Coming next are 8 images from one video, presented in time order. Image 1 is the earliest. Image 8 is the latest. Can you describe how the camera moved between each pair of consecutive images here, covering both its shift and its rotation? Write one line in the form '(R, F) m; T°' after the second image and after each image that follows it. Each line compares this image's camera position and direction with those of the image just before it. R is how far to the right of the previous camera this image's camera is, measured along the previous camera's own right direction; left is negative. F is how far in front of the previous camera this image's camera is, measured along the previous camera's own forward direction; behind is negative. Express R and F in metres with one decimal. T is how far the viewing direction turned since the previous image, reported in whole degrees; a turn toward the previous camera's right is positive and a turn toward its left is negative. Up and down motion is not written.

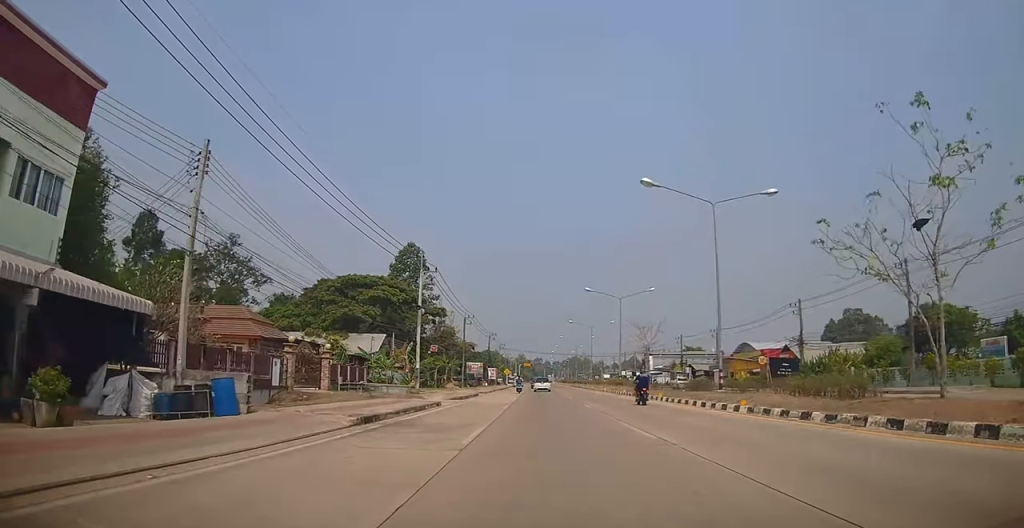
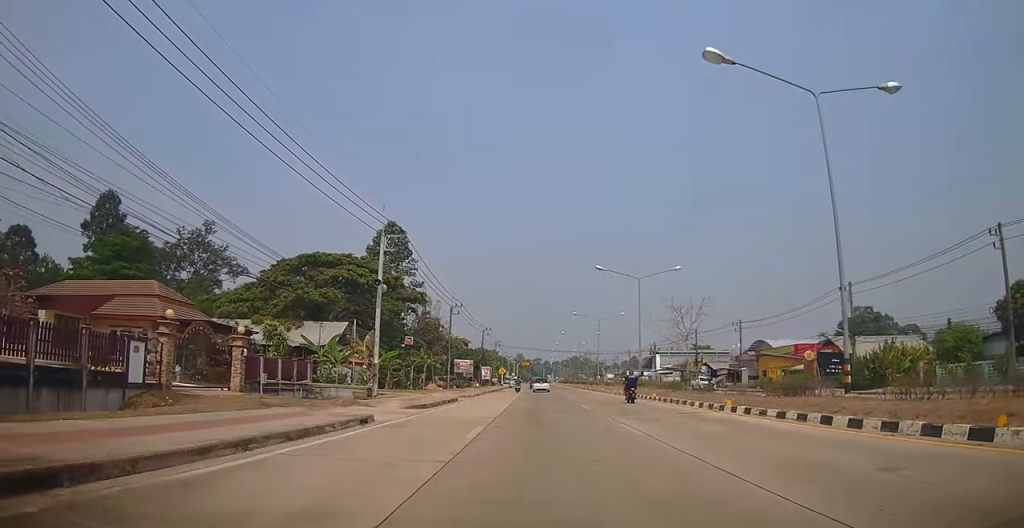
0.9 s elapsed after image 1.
(+0.2, +10.7) m; 0°
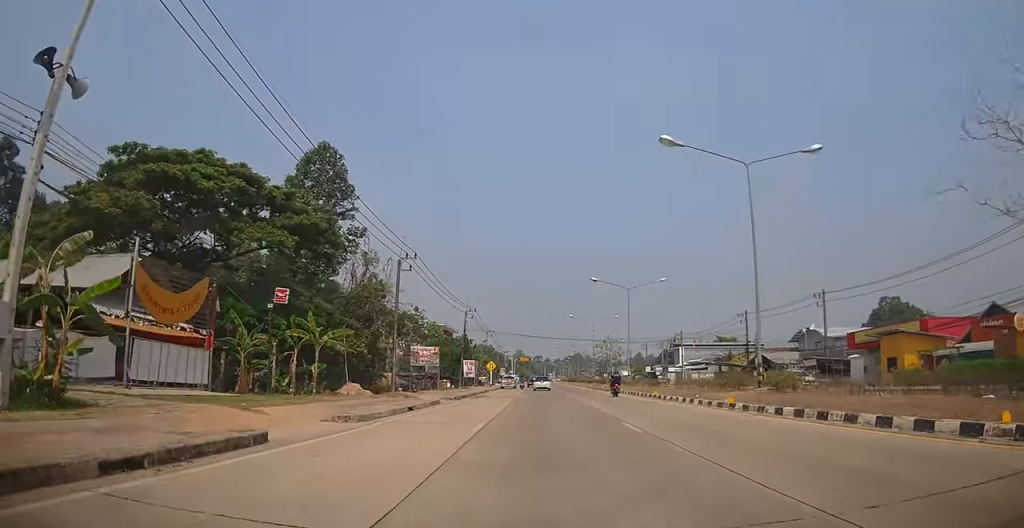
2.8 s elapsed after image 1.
(-0.2, +23.8) m; 0°
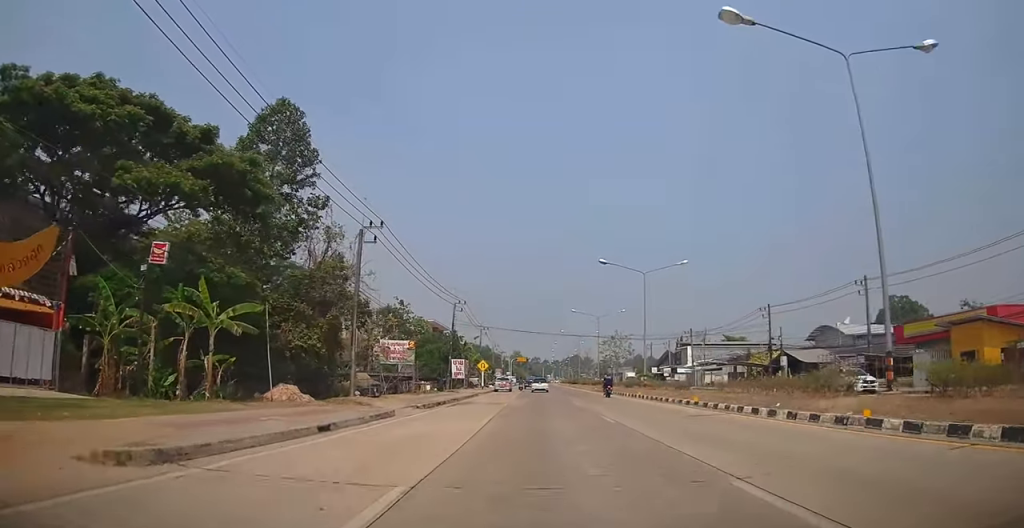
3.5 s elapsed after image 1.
(0.0, +8.3) m; 0°
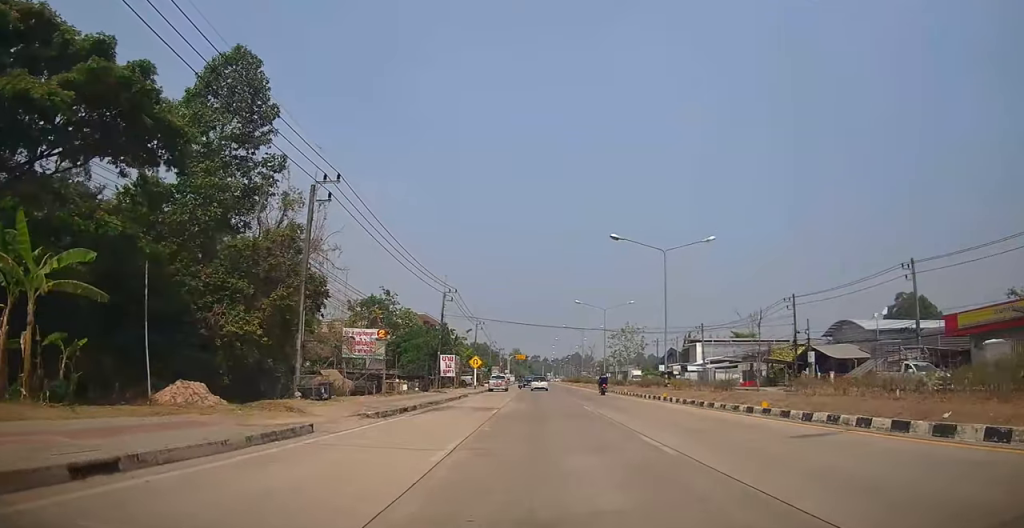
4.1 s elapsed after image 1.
(+0.1, +7.1) m; -1°
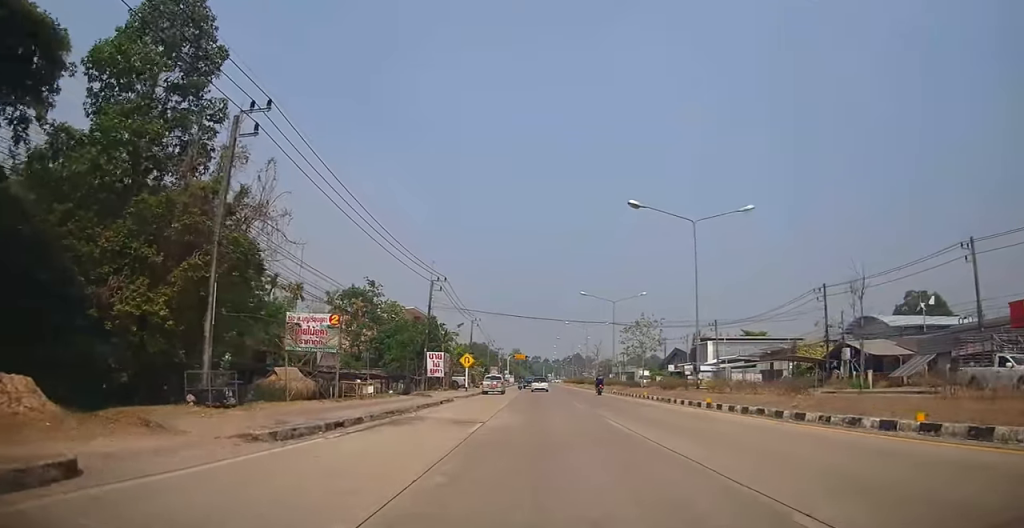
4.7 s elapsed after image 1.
(-0.2, +7.2) m; -1°
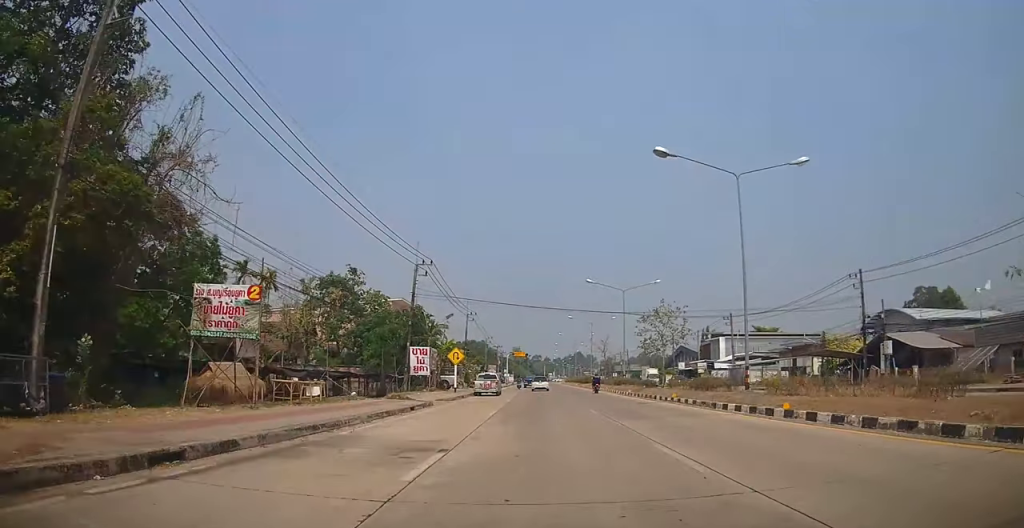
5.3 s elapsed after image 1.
(-0.2, +6.9) m; 0°
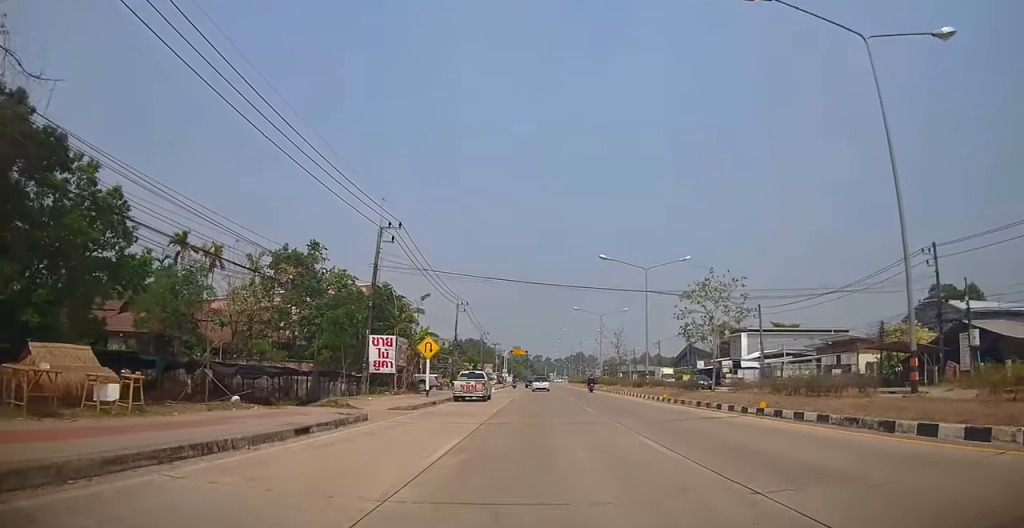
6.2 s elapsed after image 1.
(+0.2, +10.6) m; +1°
